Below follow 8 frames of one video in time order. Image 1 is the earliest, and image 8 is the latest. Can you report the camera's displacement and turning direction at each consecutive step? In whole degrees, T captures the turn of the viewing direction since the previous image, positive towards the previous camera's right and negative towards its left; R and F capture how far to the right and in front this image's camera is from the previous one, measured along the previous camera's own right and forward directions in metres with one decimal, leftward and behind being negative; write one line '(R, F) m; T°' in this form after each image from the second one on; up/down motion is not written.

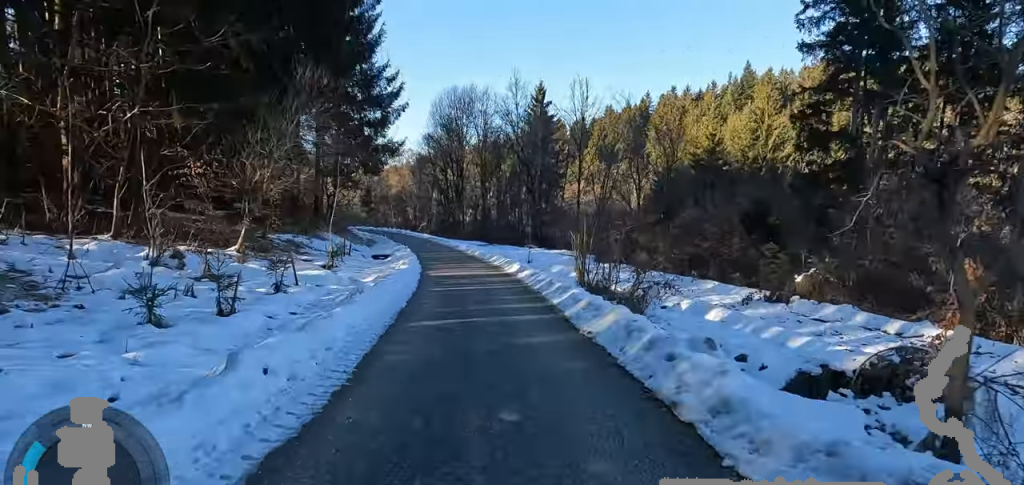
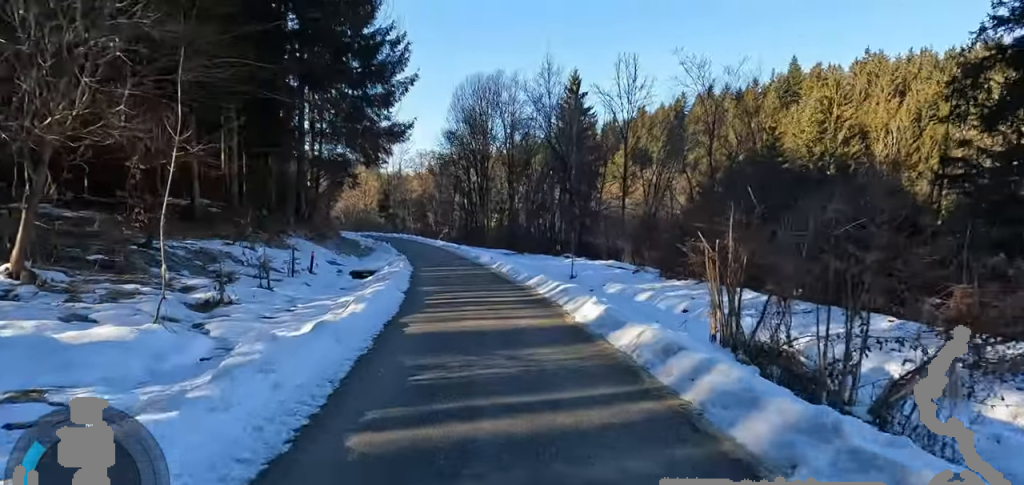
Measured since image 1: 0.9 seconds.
(-0.6, +8.0) m; -7°
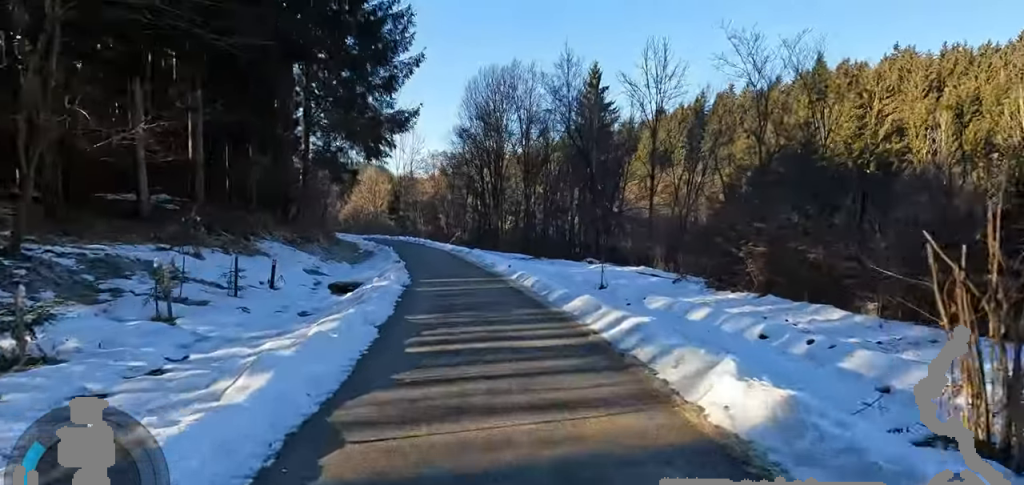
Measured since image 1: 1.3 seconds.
(-0.2, +3.9) m; +3°
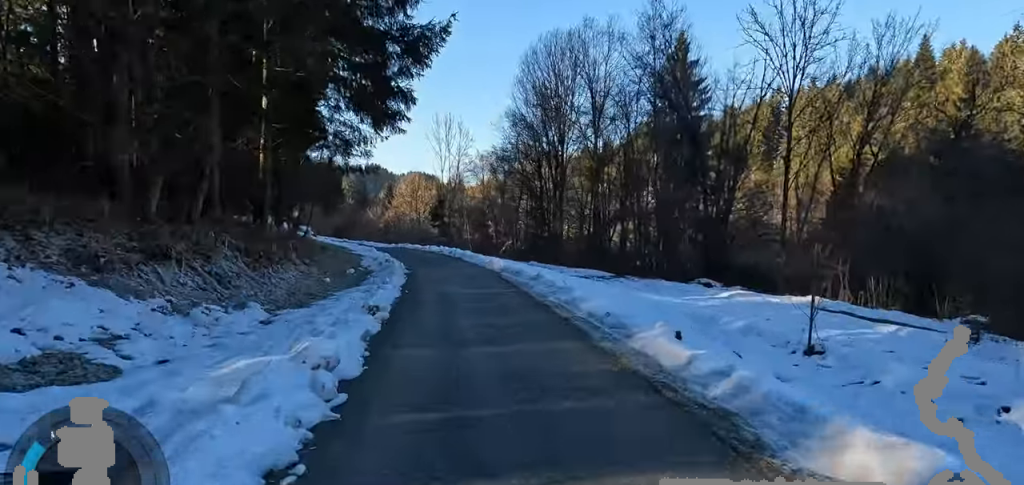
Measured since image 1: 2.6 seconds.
(+0.9, +11.5) m; +7°
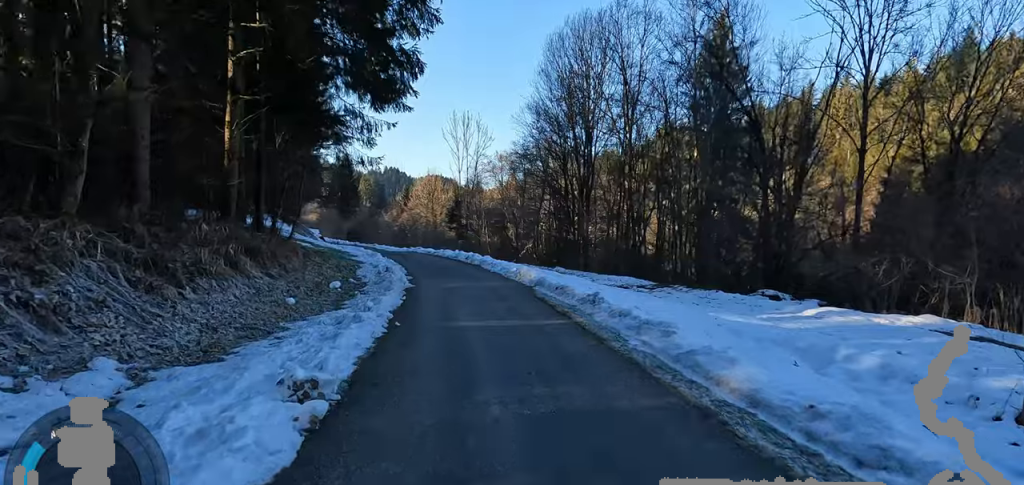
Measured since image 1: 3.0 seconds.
(+0.3, +4.0) m; 0°
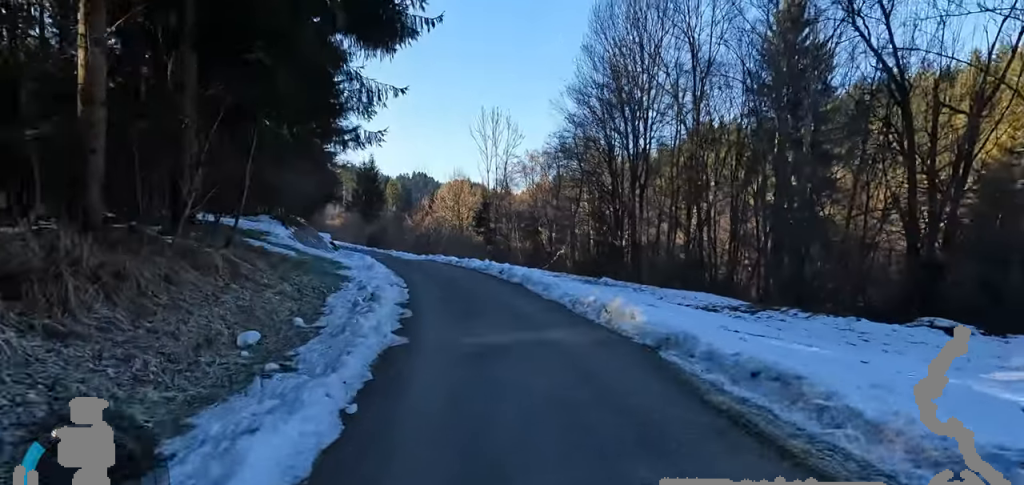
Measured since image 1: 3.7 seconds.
(-0.4, +6.3) m; -9°
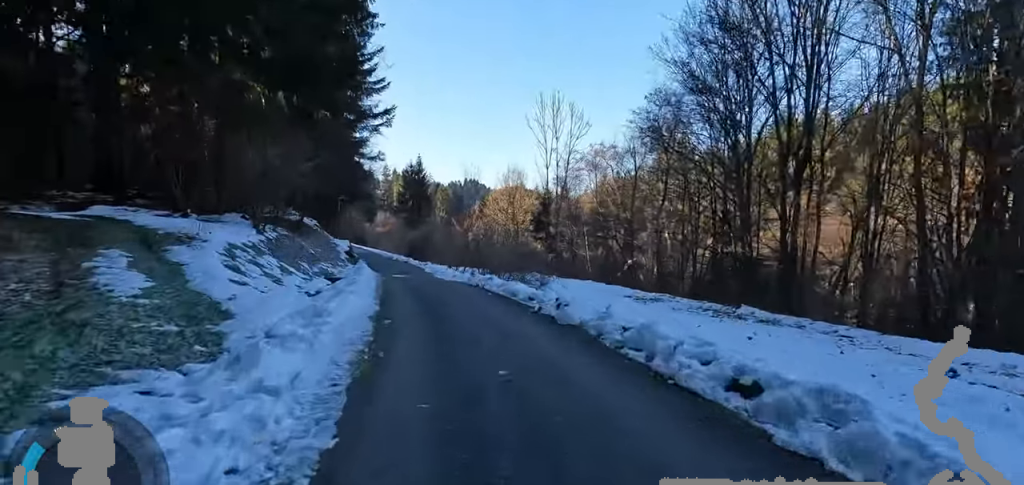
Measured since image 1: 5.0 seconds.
(-1.4, +10.9) m; -4°
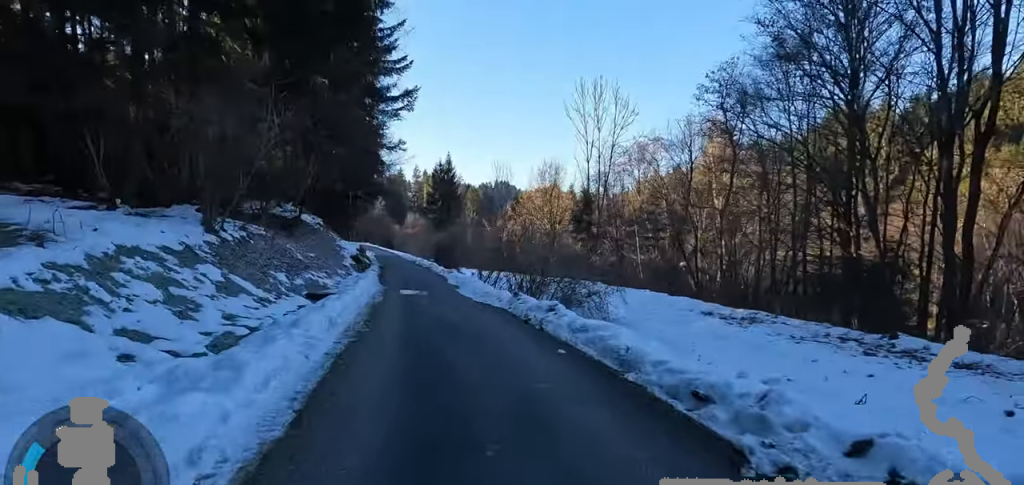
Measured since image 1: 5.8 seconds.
(+0.9, +6.2) m; -3°
